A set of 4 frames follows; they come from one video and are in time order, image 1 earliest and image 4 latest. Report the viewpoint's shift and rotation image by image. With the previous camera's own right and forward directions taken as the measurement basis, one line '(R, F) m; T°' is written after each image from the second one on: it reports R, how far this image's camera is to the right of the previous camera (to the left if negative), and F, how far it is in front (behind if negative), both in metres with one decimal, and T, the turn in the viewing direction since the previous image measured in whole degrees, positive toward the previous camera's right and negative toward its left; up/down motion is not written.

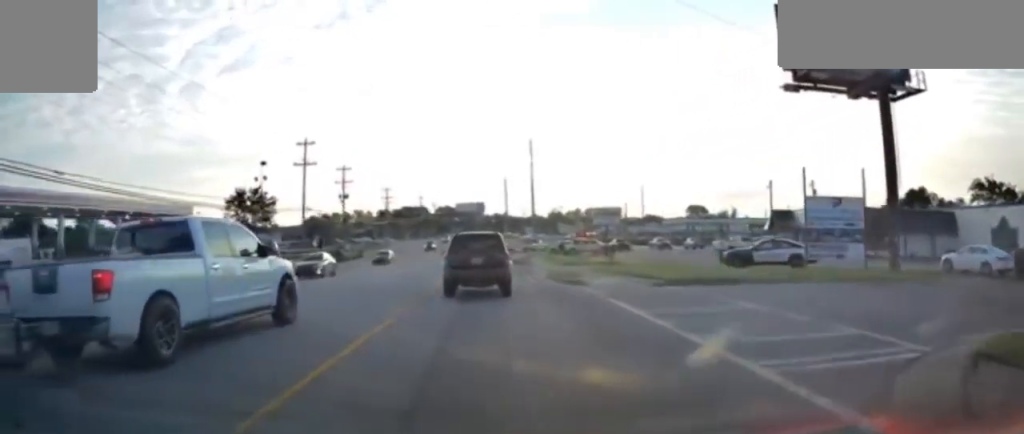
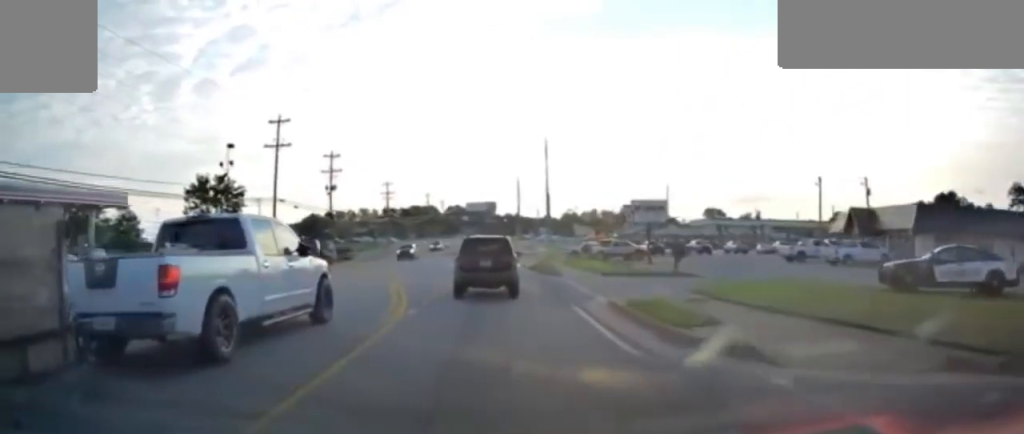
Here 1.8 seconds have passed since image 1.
(-0.2, +13.4) m; -2°
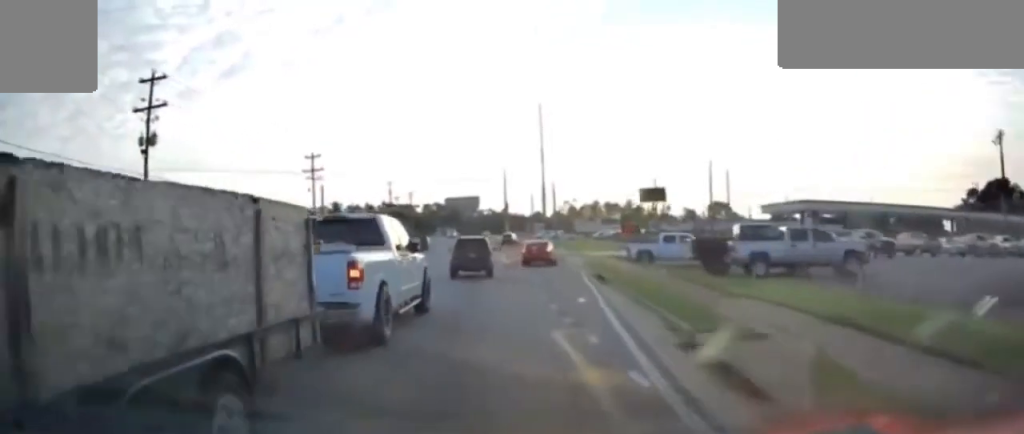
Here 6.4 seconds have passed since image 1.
(-0.4, +41.2) m; +1°
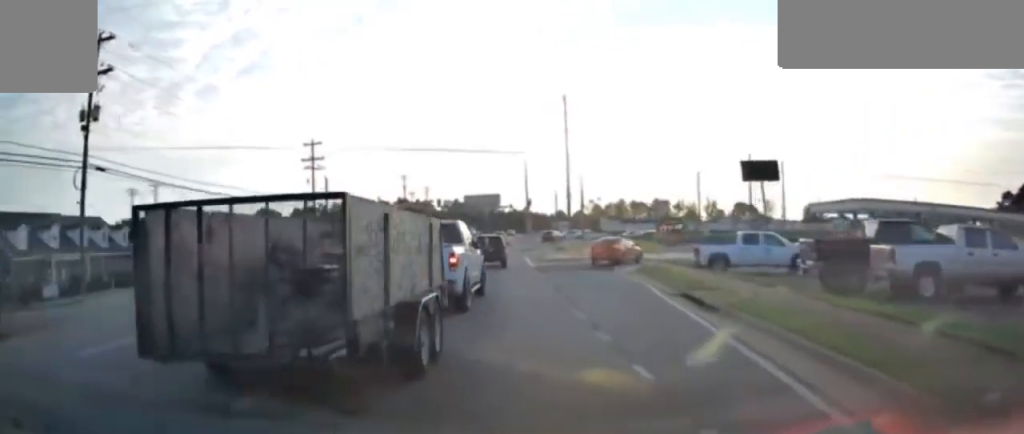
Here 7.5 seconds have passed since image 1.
(0.0, +10.7) m; -1°
